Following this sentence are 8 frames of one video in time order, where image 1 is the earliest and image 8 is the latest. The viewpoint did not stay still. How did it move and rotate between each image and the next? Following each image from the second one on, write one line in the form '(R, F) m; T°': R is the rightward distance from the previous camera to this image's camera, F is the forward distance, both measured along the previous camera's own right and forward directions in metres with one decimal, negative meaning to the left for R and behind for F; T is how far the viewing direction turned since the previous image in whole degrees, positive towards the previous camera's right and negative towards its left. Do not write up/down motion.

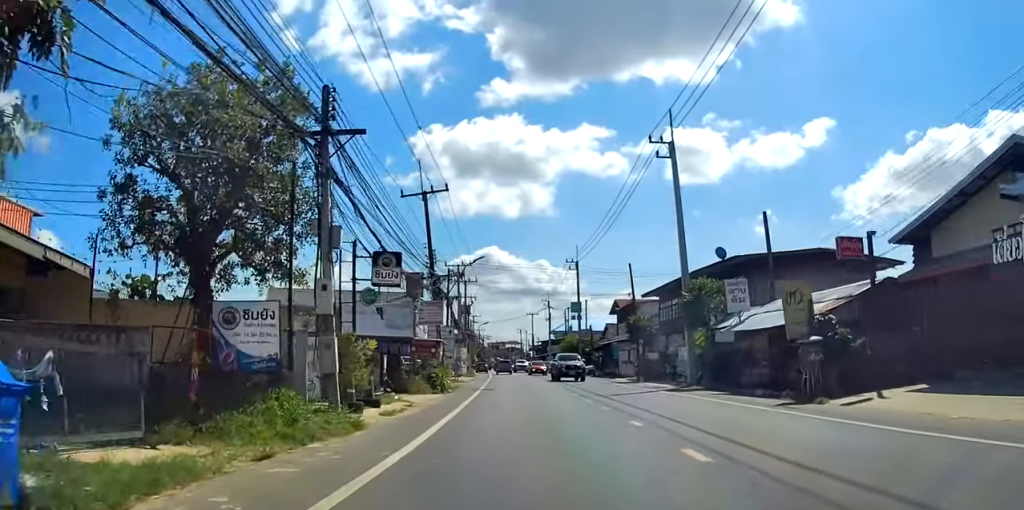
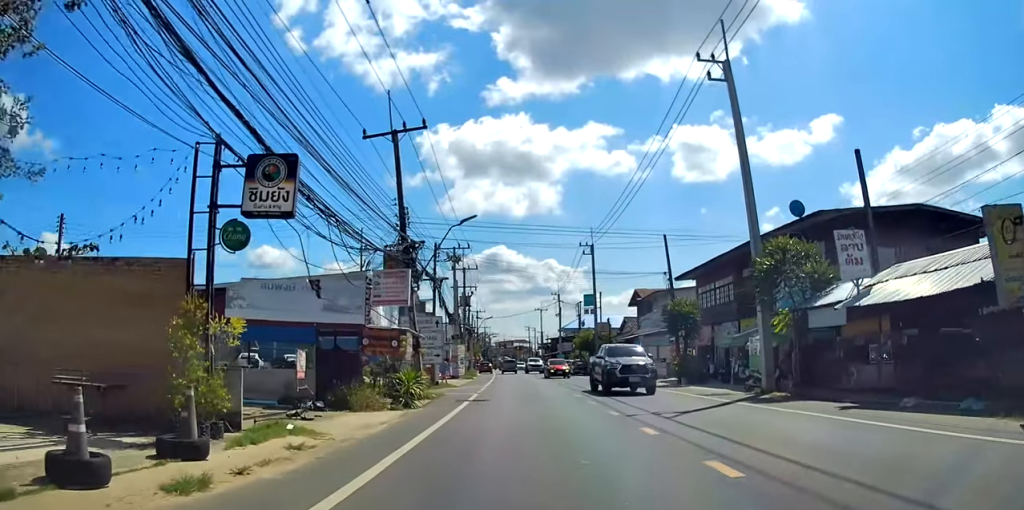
(-0.1, +9.2) m; -1°
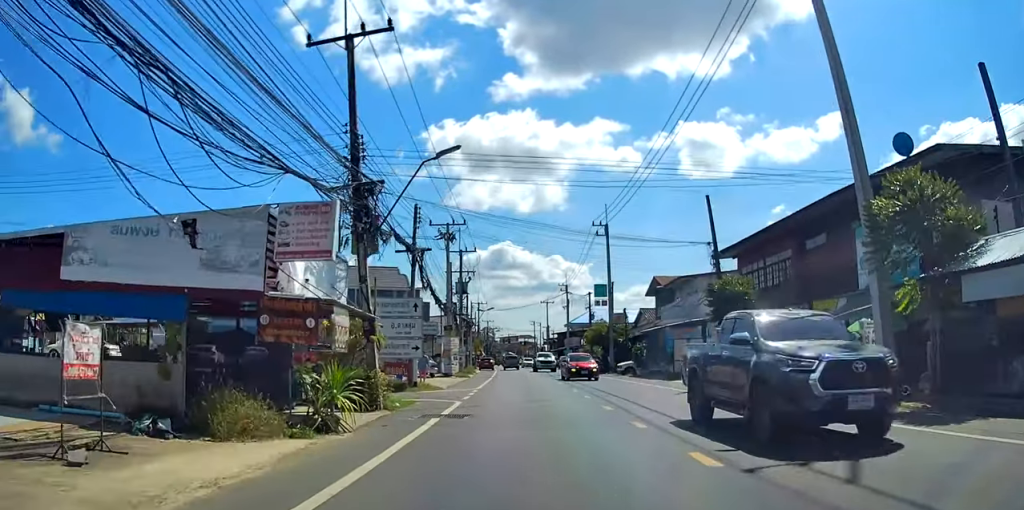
(0.0, +7.8) m; +1°
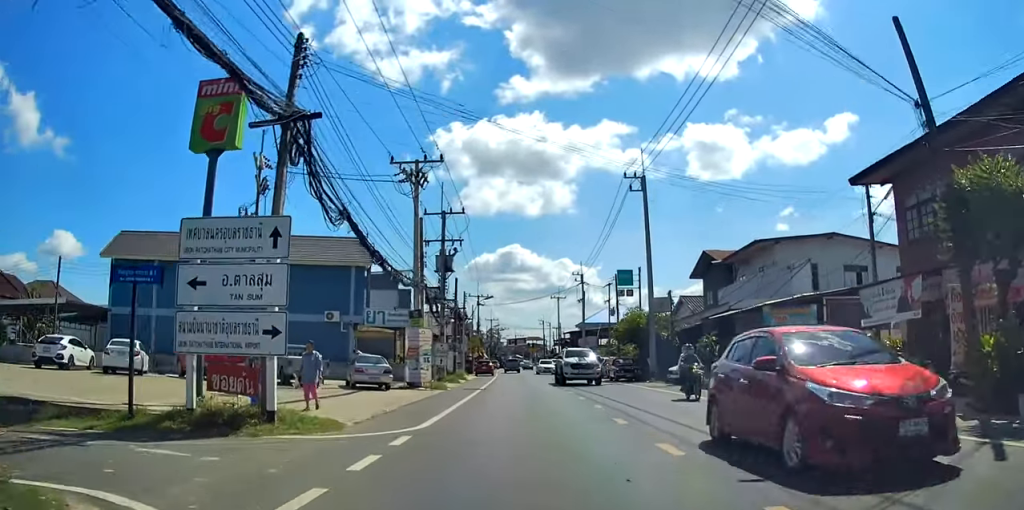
(+0.7, +14.9) m; +2°
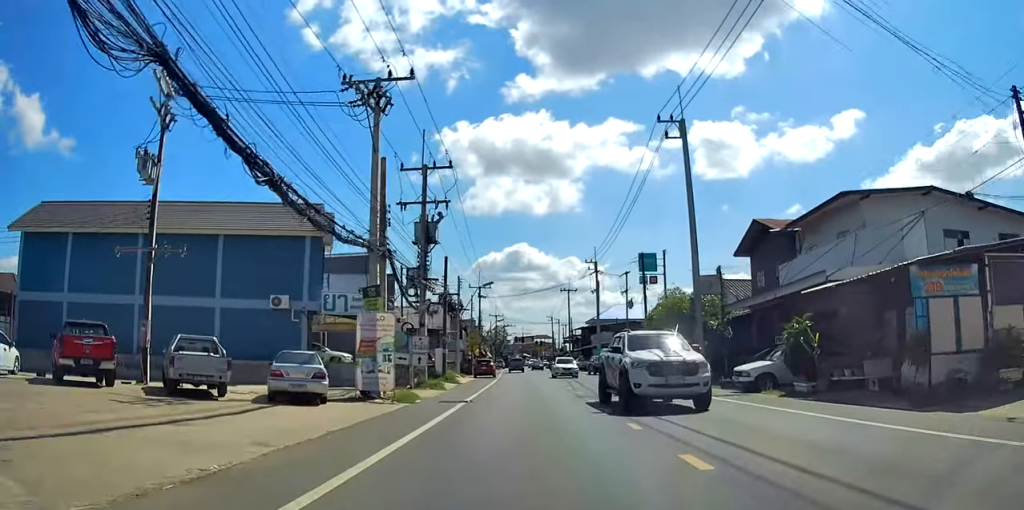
(-0.3, +9.2) m; -3°
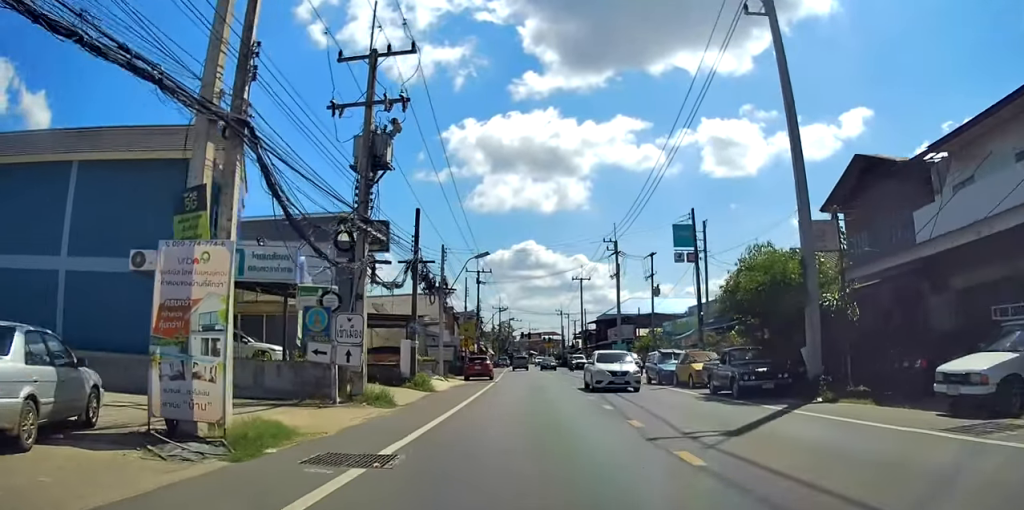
(-0.3, +11.3) m; -5°
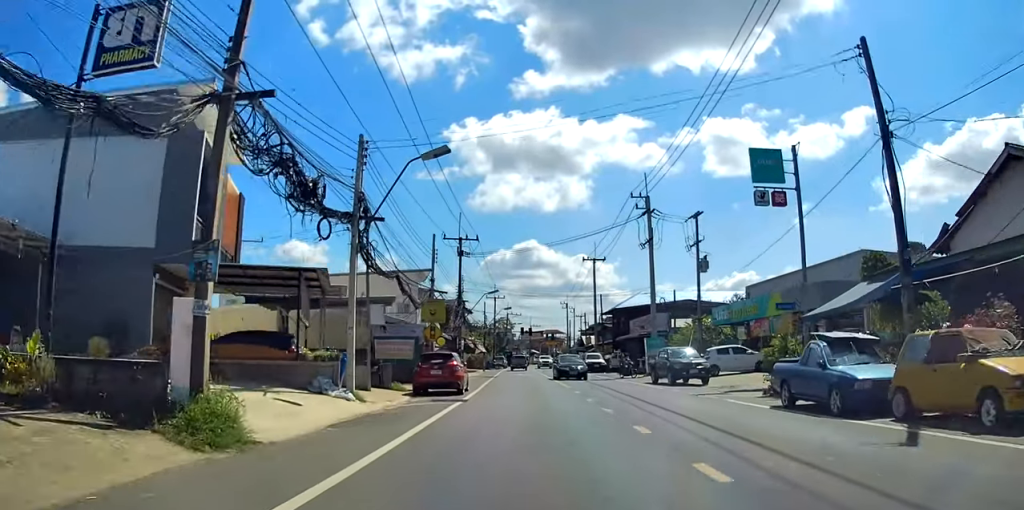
(-0.7, +16.0) m; -1°
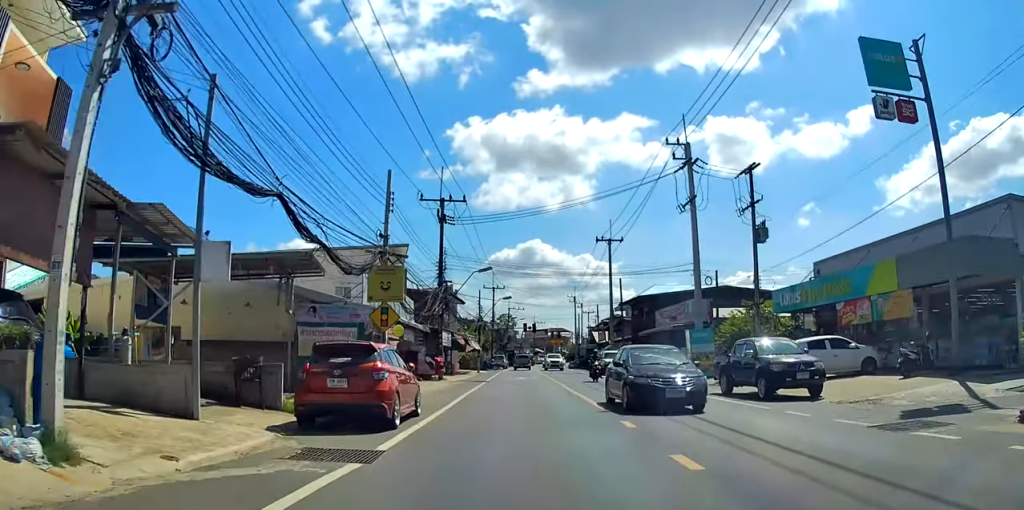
(+0.3, +10.9) m; 0°
